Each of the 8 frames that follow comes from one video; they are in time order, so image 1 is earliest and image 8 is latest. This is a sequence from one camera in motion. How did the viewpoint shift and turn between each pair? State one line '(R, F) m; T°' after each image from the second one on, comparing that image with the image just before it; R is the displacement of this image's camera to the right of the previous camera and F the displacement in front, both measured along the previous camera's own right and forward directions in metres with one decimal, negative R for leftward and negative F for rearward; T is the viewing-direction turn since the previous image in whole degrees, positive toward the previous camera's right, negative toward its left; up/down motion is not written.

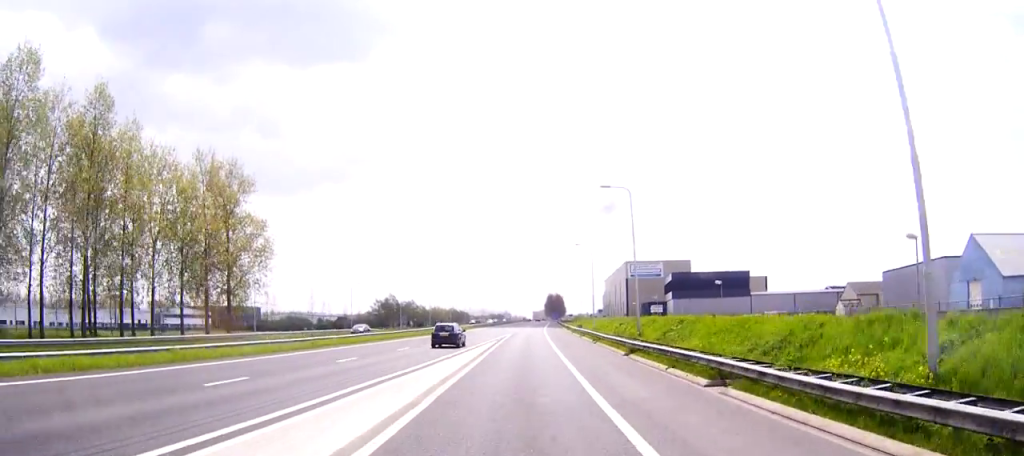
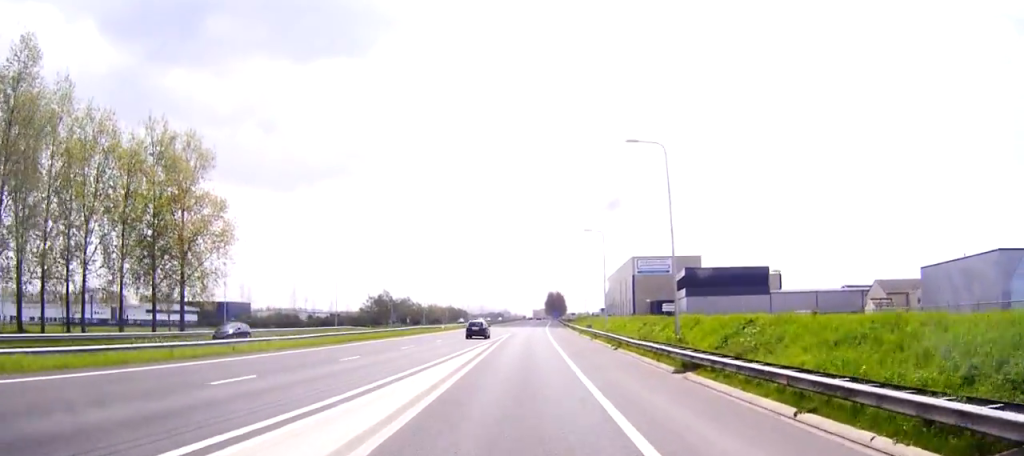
(0.0, +12.5) m; 0°
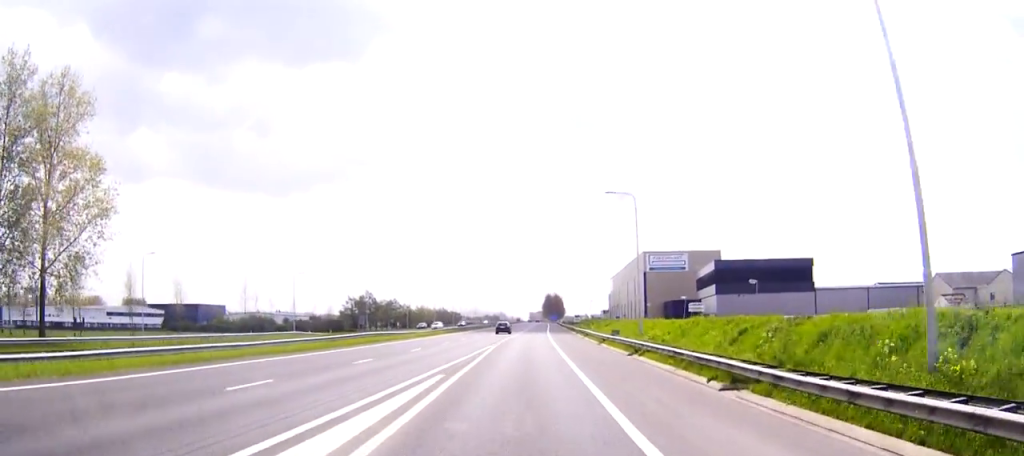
(+0.1, +24.6) m; 0°
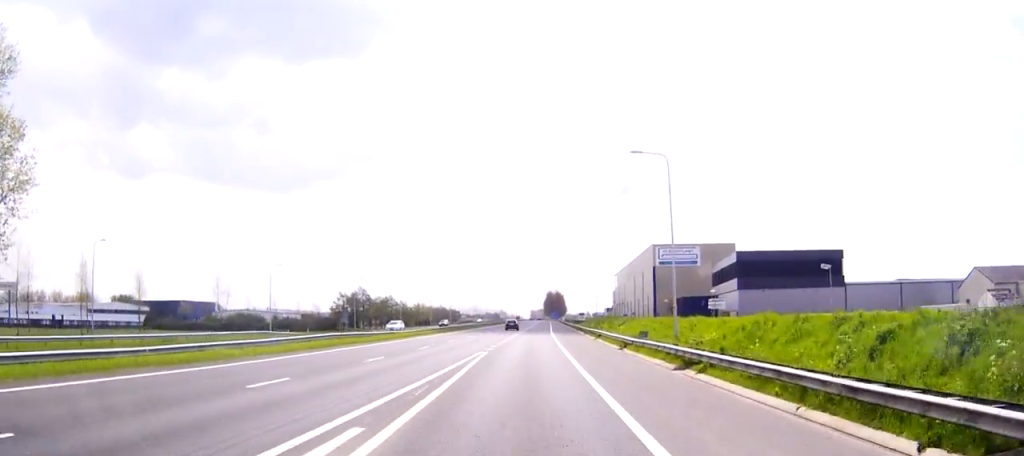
(0.0, +11.6) m; 0°
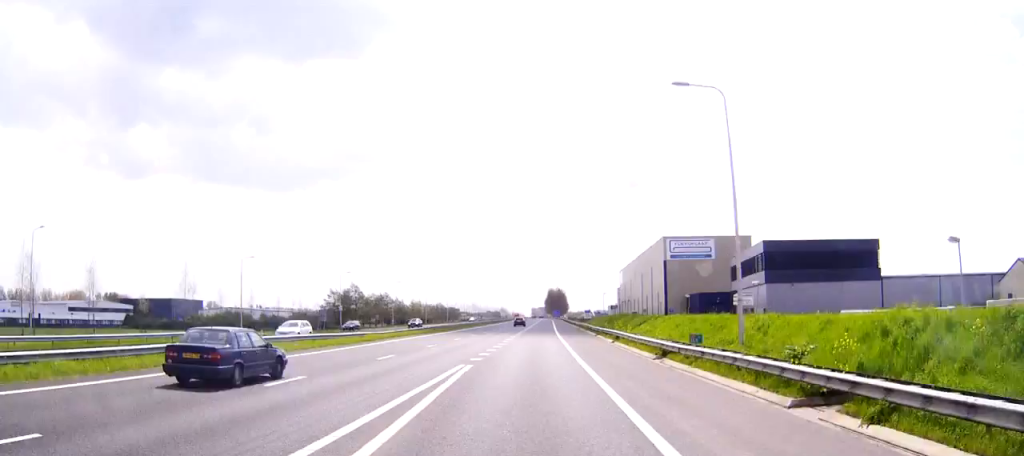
(0.0, +11.7) m; 0°
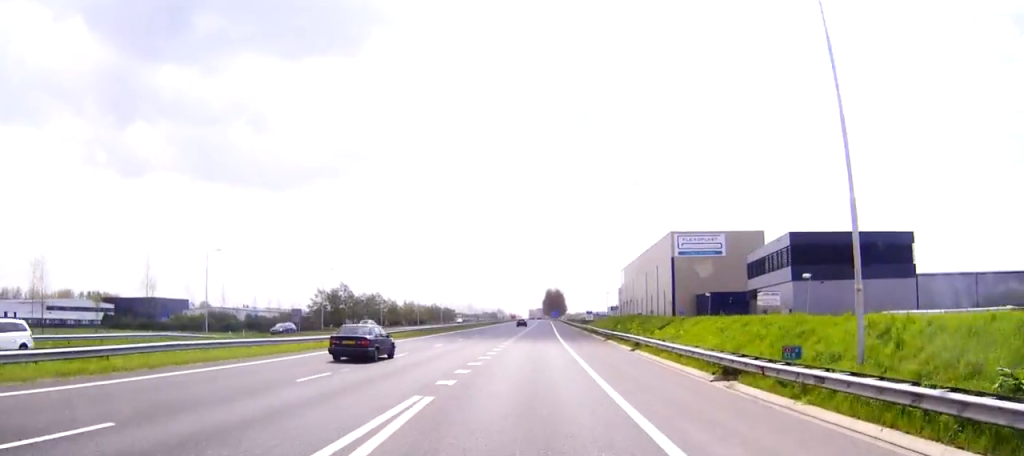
(0.0, +10.3) m; 0°
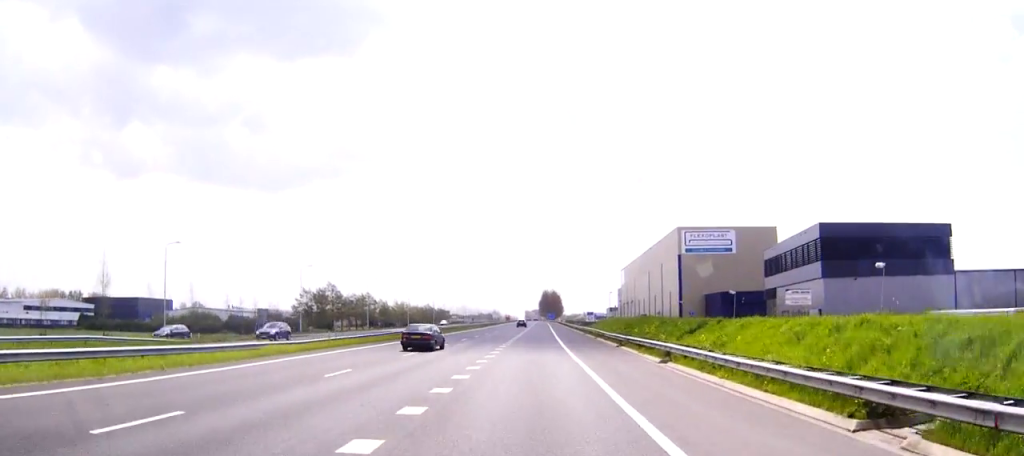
(0.0, +9.9) m; 0°
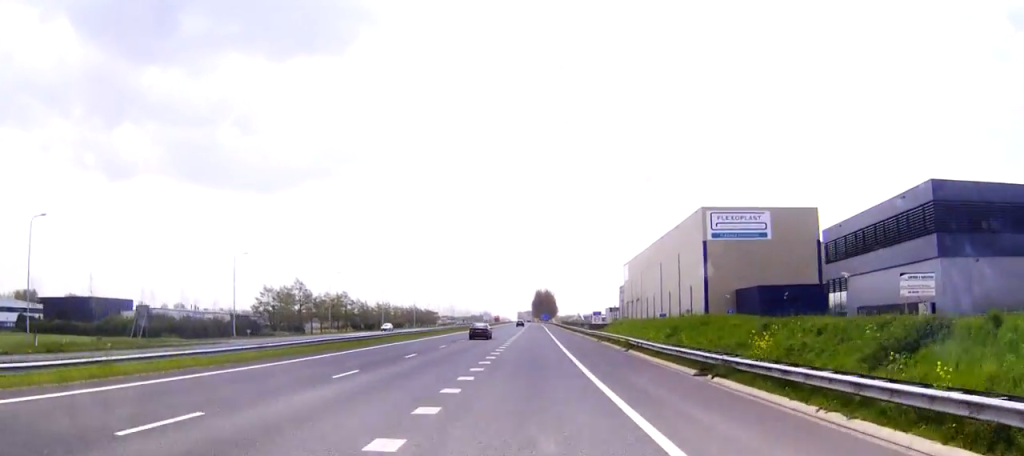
(+0.1, +23.7) m; 0°
